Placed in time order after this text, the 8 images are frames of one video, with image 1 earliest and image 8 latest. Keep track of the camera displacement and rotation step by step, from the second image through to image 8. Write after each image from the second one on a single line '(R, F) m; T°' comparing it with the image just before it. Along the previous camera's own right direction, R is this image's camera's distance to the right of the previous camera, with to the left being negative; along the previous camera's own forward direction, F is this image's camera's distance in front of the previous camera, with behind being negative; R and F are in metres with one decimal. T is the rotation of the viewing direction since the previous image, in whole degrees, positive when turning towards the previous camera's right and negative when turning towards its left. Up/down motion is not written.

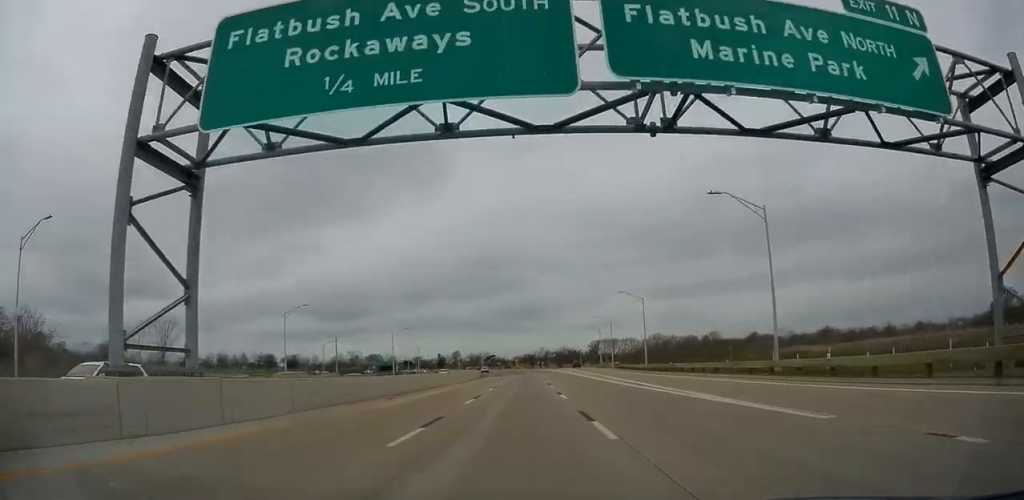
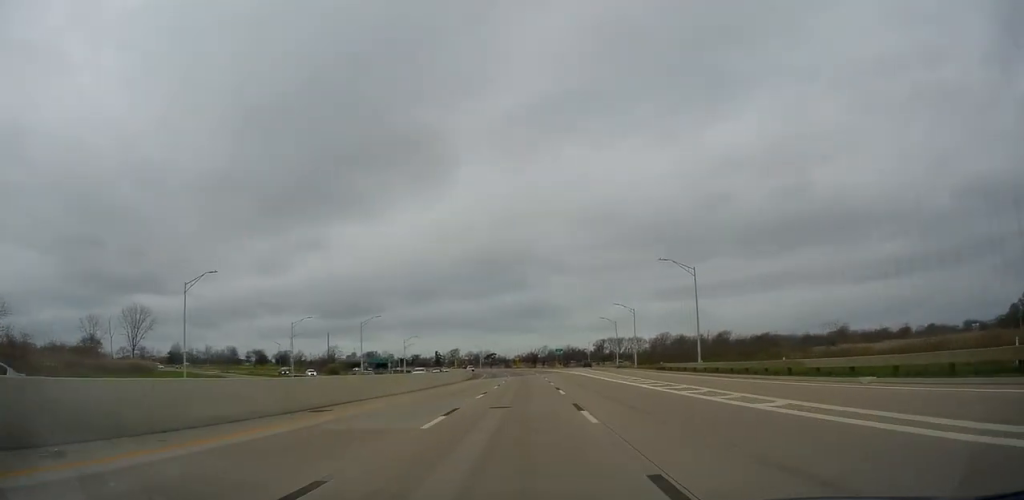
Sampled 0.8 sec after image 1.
(-0.3, +21.6) m; 0°
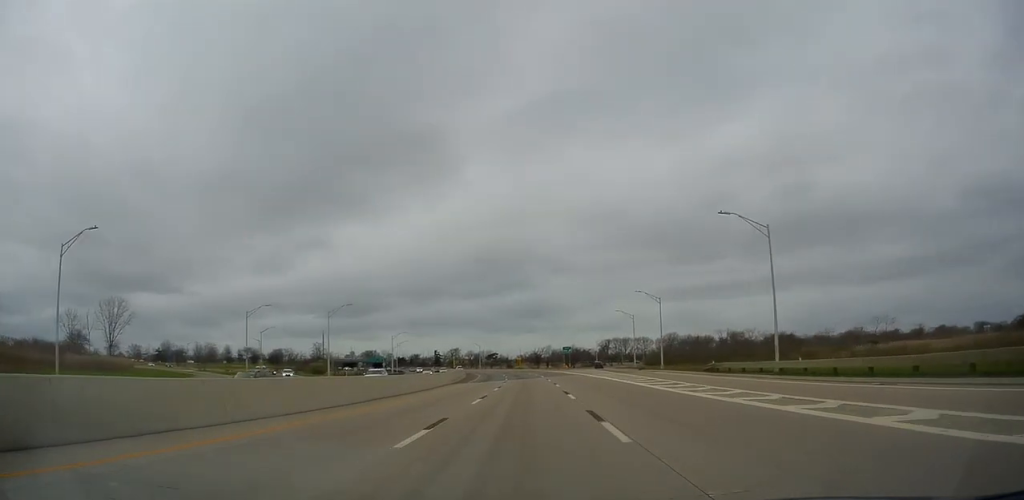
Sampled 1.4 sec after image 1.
(0.0, +15.6) m; 0°
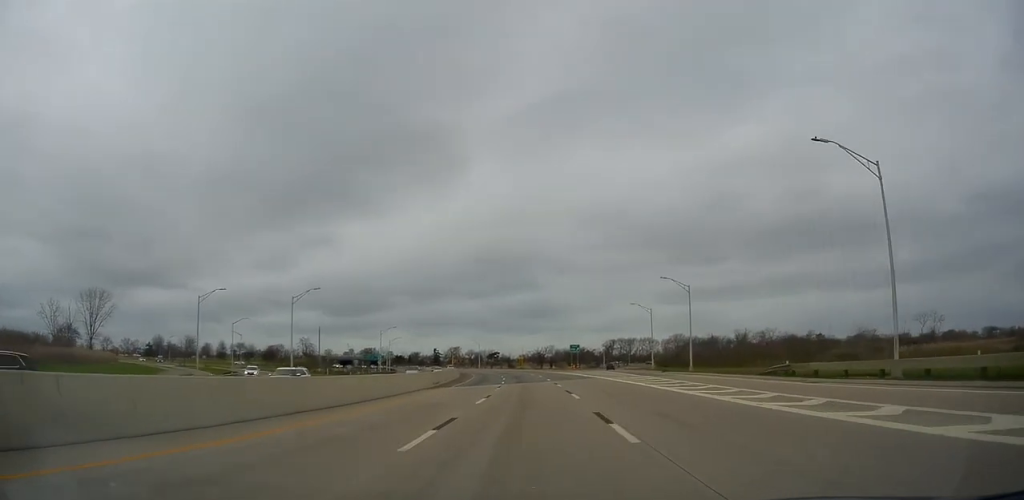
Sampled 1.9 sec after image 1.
(+0.2, +12.1) m; 0°
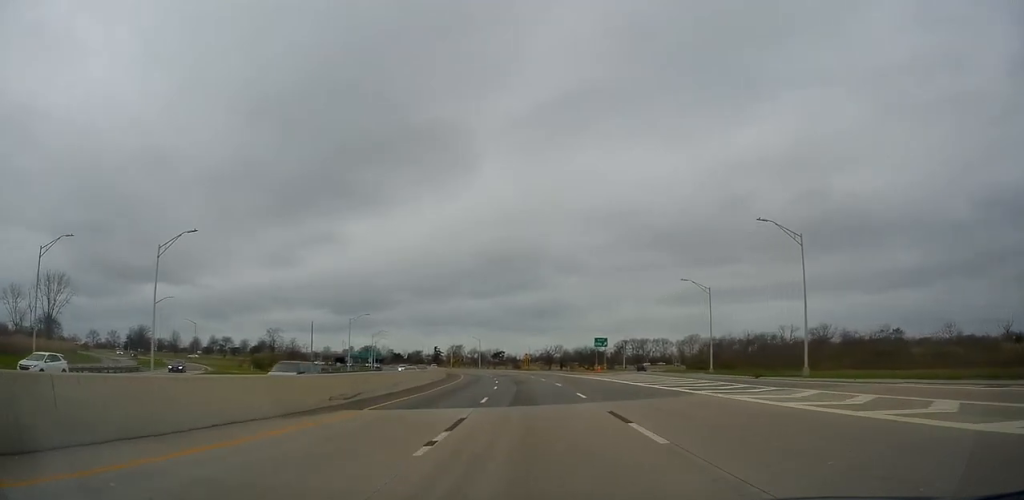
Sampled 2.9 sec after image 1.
(-0.2, +24.7) m; -1°
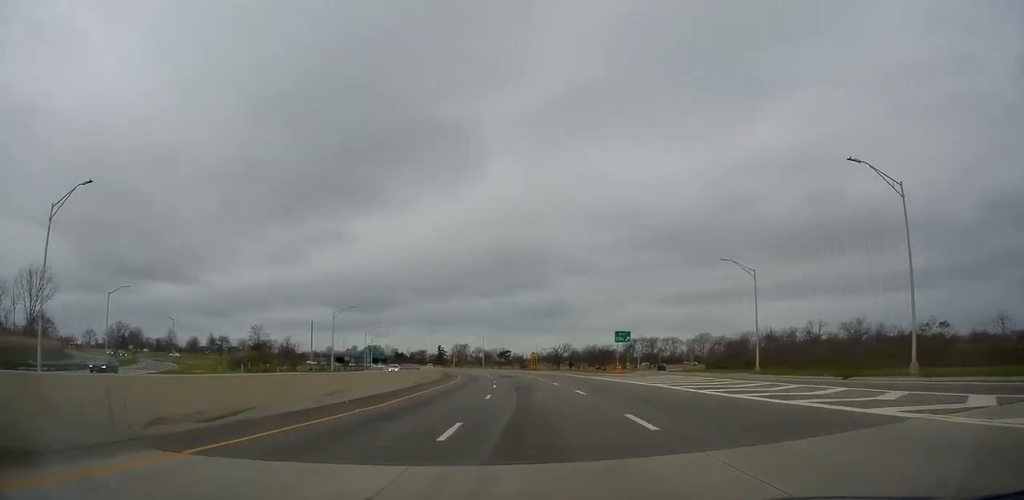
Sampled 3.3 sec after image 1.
(-0.1, +10.9) m; 0°
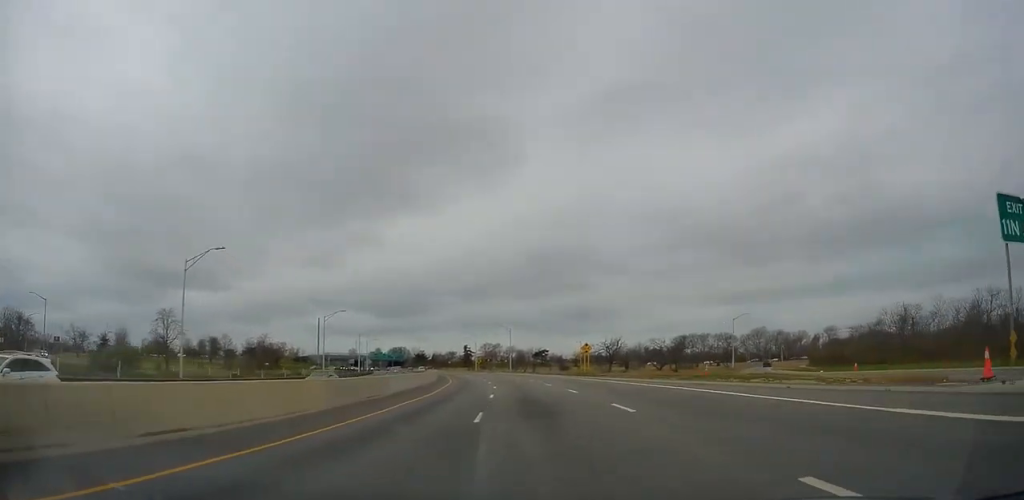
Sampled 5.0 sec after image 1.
(0.0, +43.9) m; -1°
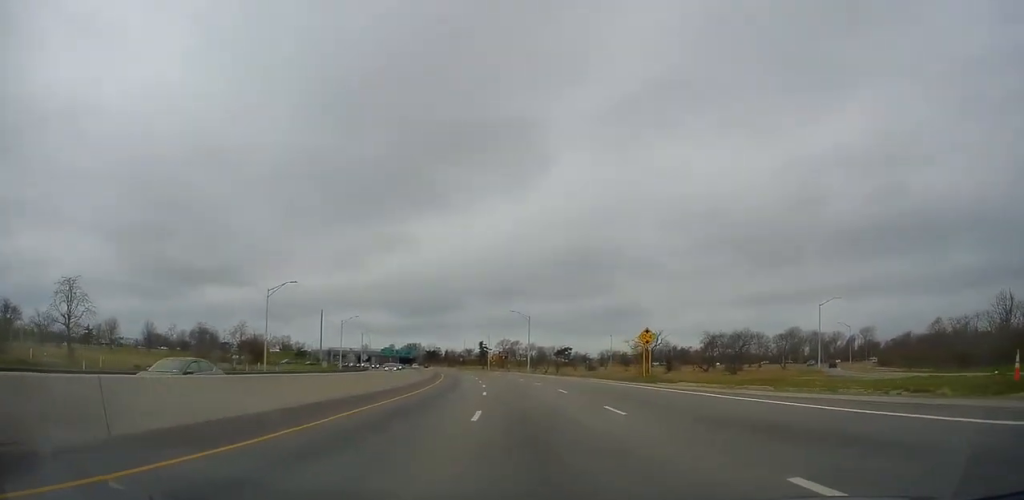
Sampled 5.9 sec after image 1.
(-0.5, +24.0) m; -1°
